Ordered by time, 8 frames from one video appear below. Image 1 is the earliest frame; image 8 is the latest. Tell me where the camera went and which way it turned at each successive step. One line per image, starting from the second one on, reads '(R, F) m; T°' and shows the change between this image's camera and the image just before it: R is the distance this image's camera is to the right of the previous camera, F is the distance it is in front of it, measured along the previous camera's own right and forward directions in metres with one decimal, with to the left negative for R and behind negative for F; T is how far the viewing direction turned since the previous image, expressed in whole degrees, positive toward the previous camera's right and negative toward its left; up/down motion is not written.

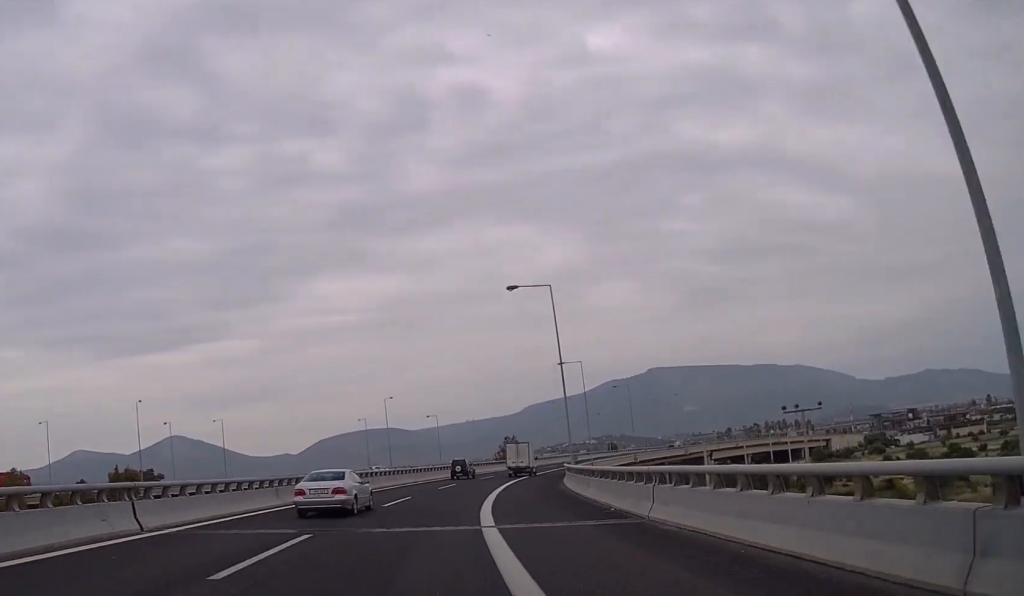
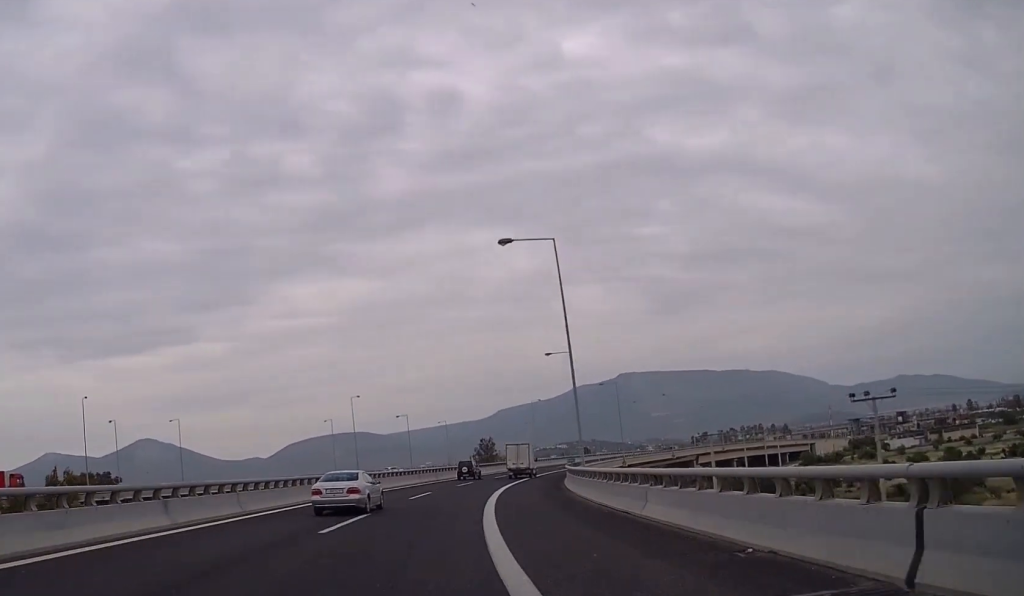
(+0.3, +10.4) m; +2°
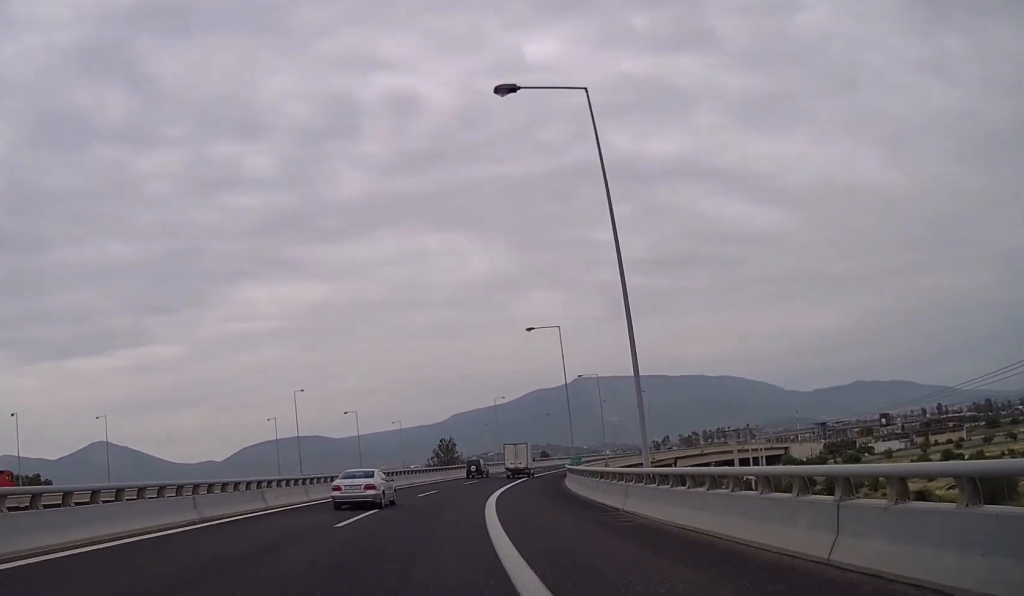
(+0.3, +15.2) m; +3°
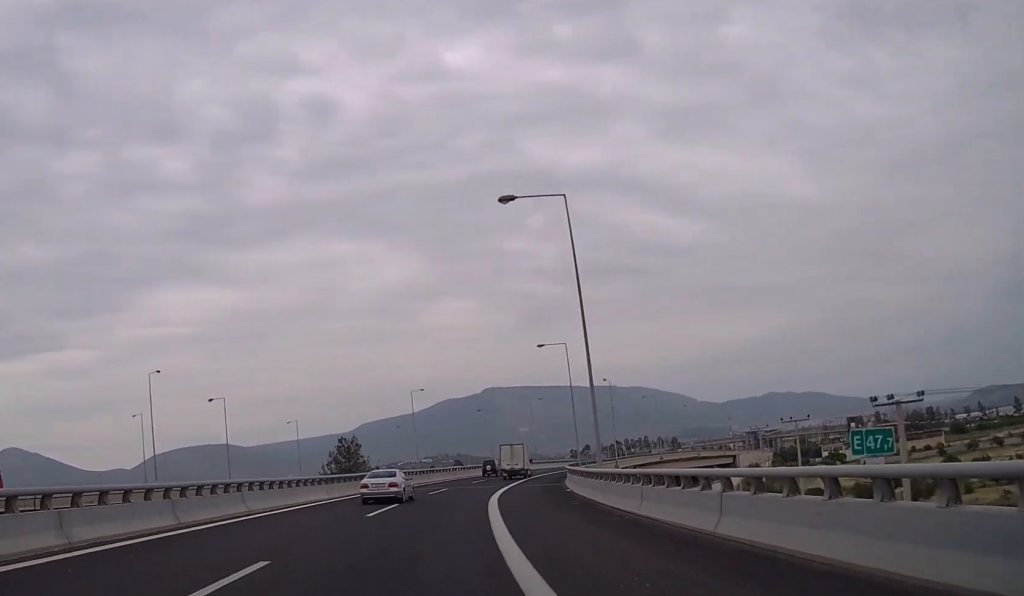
(+2.3, +31.1) m; +8°
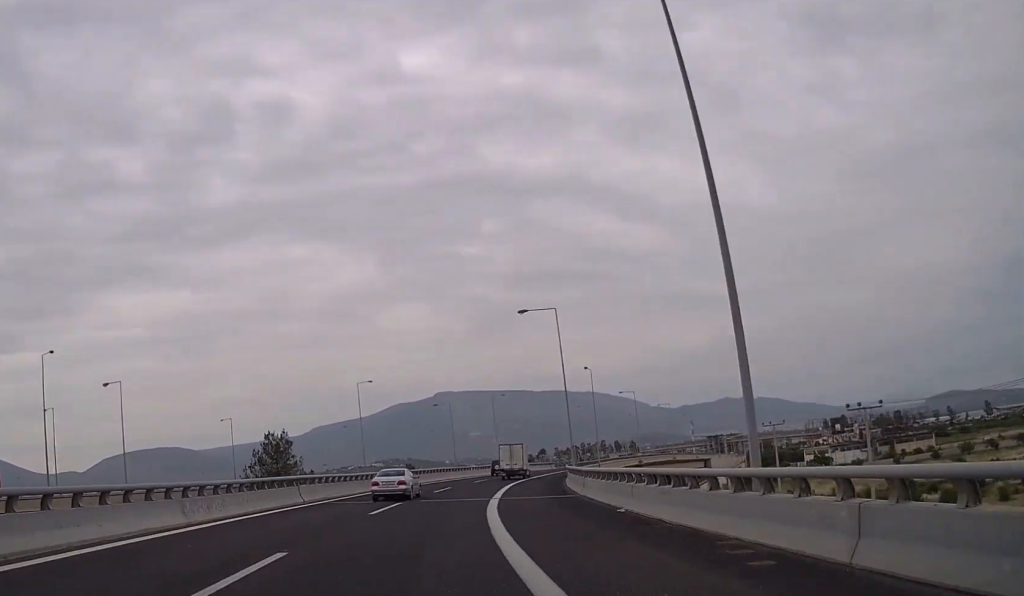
(+0.6, +16.9) m; +4°
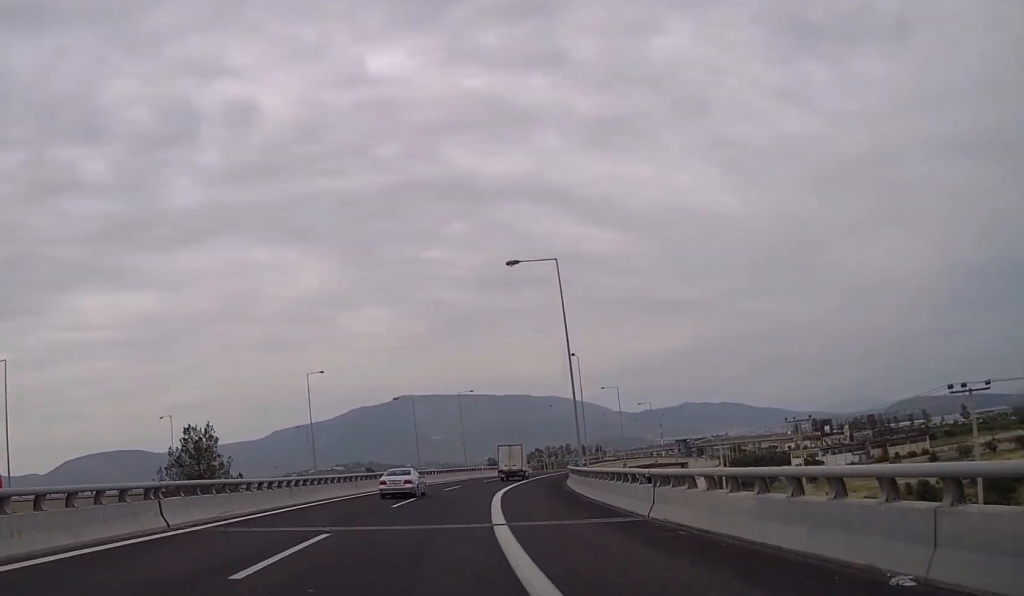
(+0.2, +13.8) m; +3°
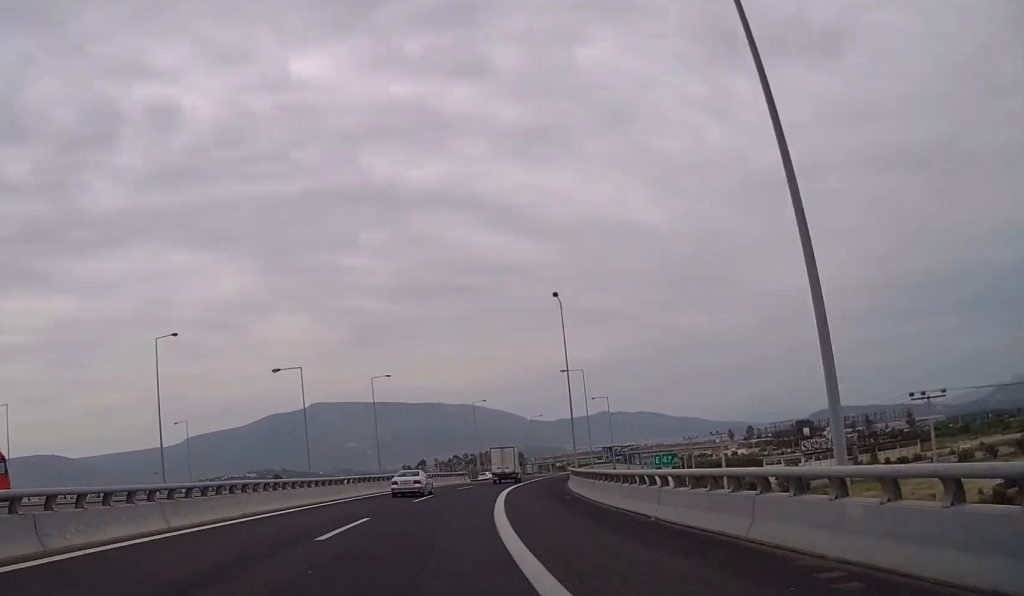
(+1.6, +30.0) m; +7°
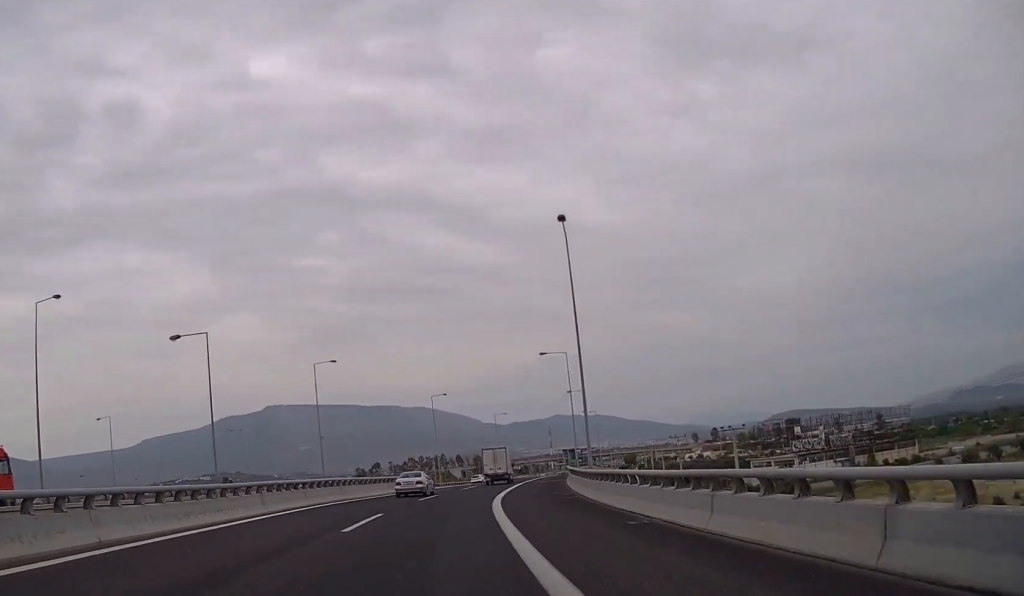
(+0.6, +15.4) m; +3°
